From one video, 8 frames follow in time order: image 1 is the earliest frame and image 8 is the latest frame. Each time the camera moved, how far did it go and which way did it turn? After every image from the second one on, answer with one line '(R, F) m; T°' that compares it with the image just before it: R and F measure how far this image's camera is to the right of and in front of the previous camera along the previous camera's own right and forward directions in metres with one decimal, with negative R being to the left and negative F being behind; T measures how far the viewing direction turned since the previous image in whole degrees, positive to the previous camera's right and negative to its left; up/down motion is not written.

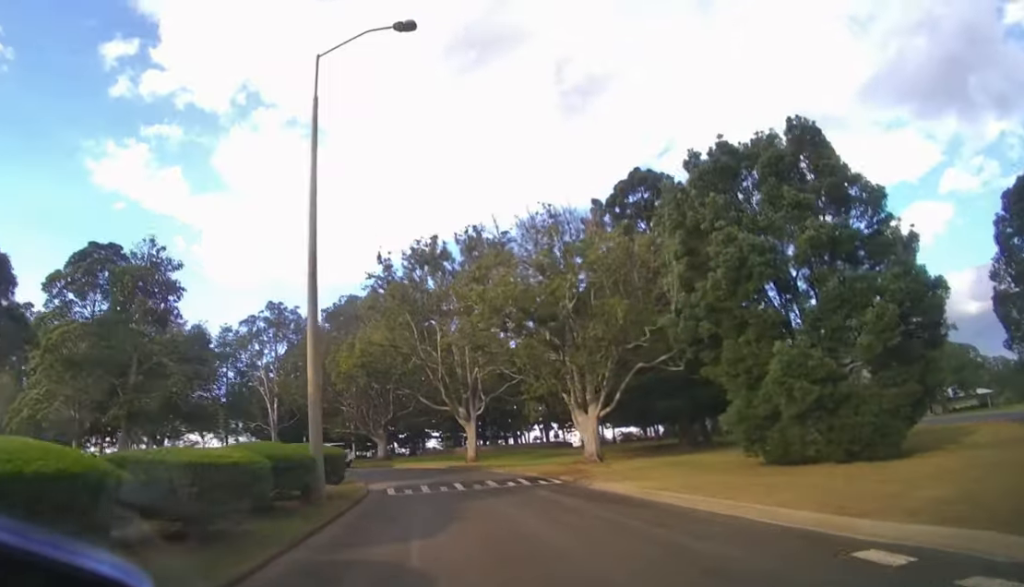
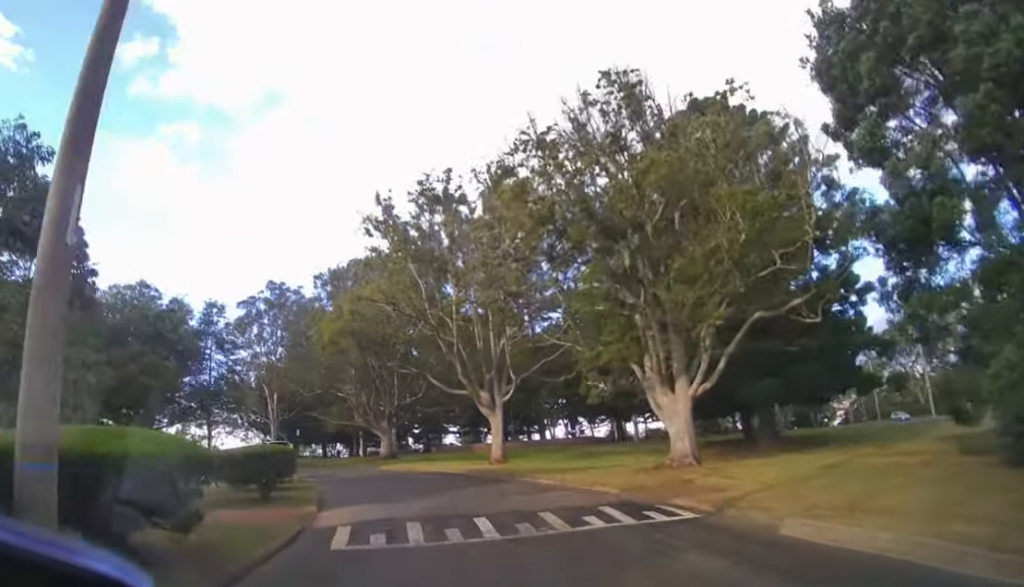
(-0.1, +7.4) m; -3°
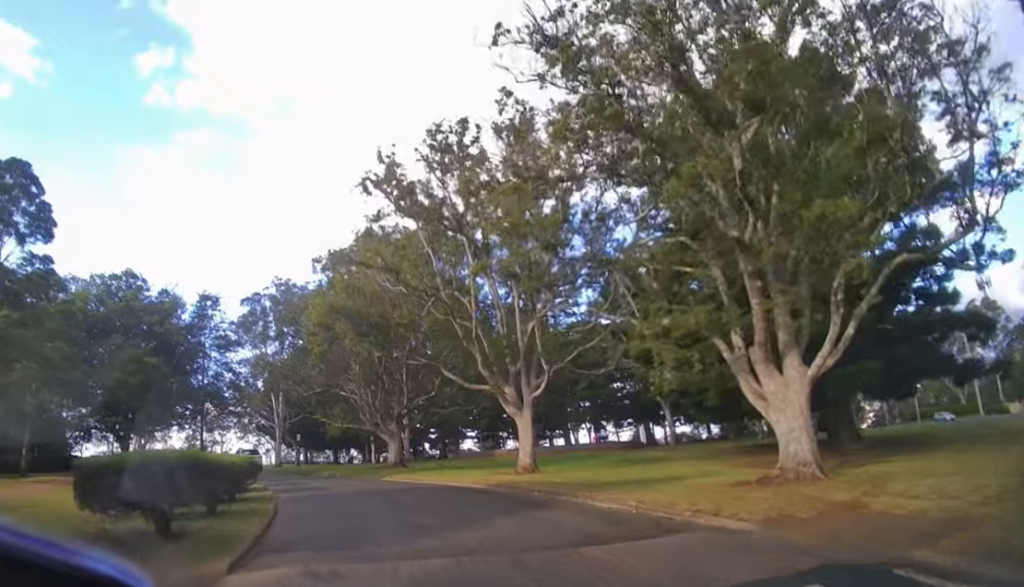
(-0.1, +4.3) m; -2°
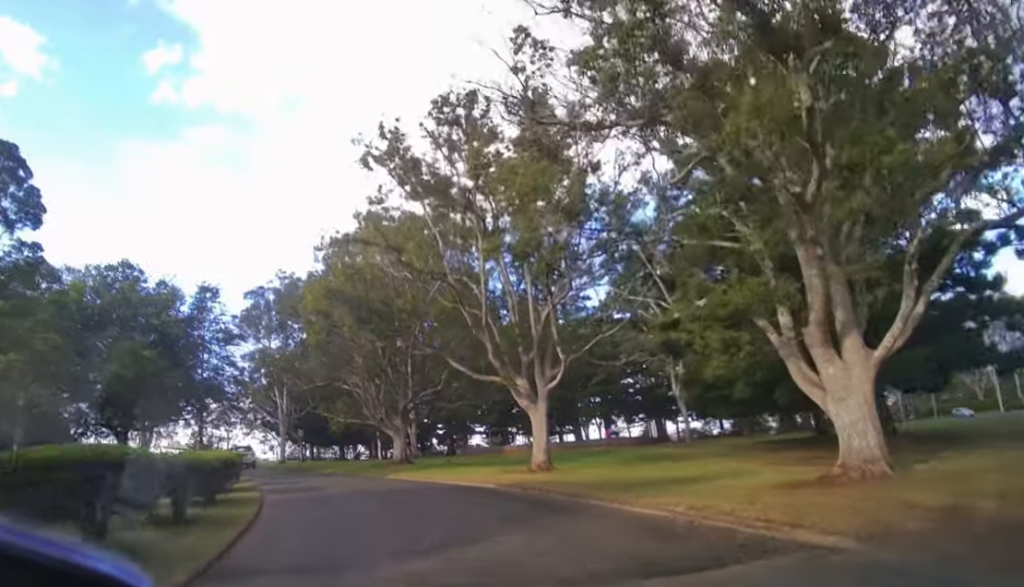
(0.0, +1.6) m; -1°
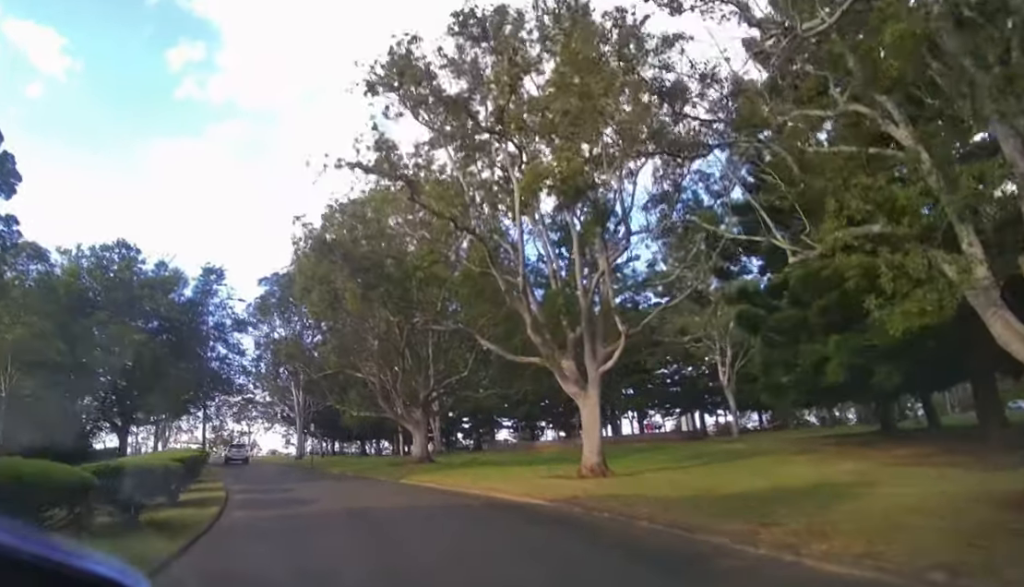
(-0.1, +4.2) m; -4°
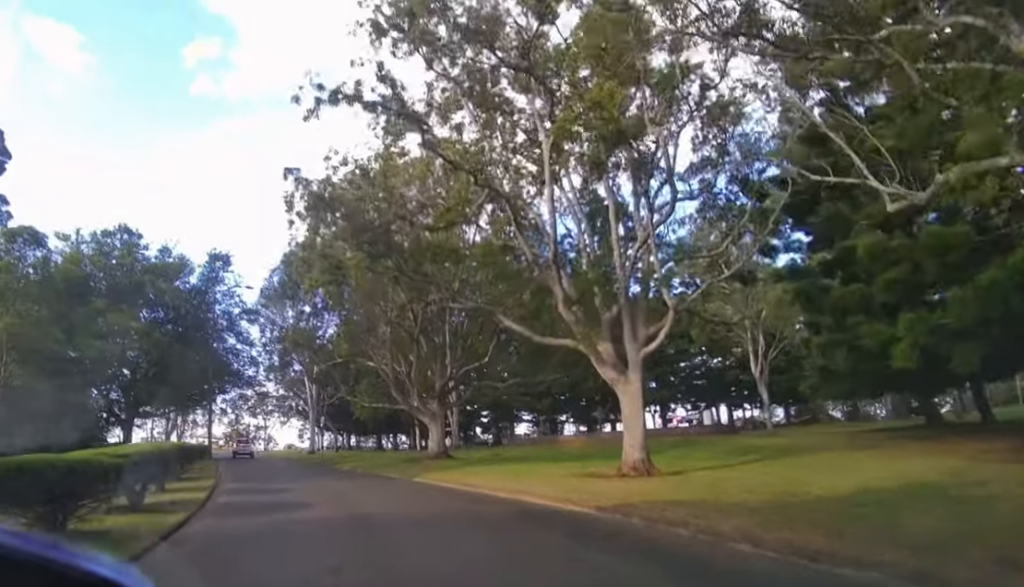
(-0.1, +2.2) m; -3°
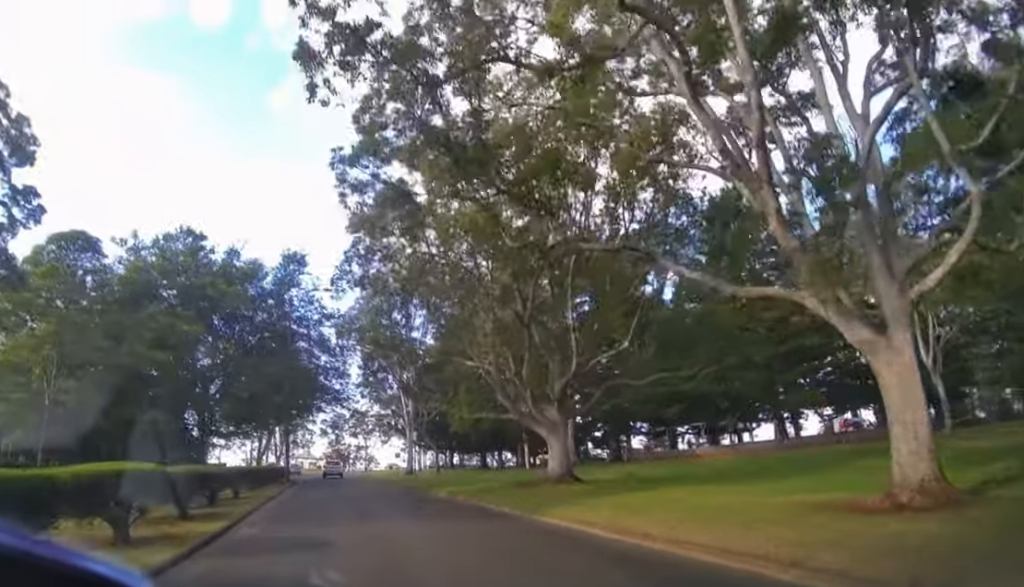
(-0.2, +4.4) m; -8°
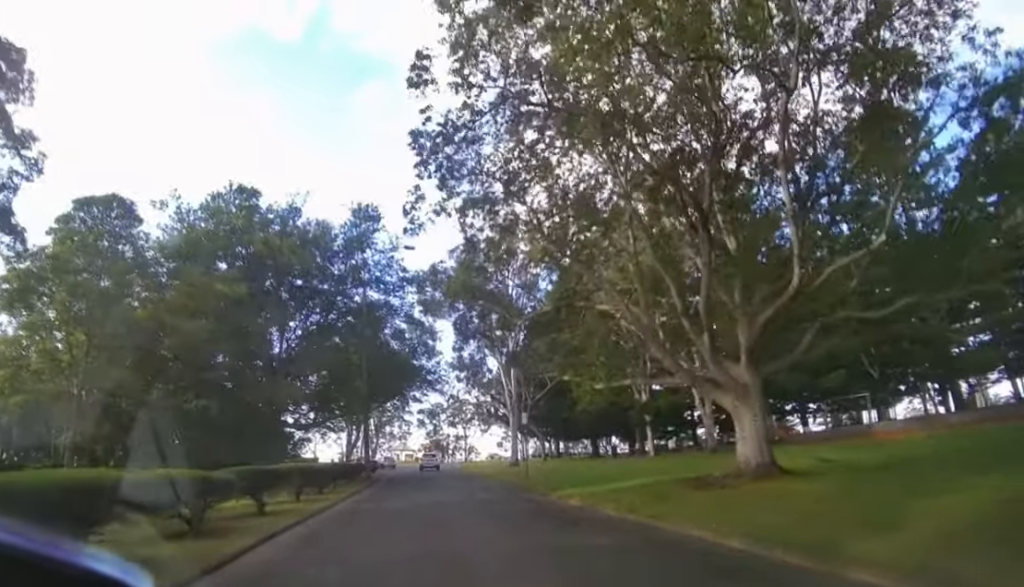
(-0.5, +5.2) m; -10°
